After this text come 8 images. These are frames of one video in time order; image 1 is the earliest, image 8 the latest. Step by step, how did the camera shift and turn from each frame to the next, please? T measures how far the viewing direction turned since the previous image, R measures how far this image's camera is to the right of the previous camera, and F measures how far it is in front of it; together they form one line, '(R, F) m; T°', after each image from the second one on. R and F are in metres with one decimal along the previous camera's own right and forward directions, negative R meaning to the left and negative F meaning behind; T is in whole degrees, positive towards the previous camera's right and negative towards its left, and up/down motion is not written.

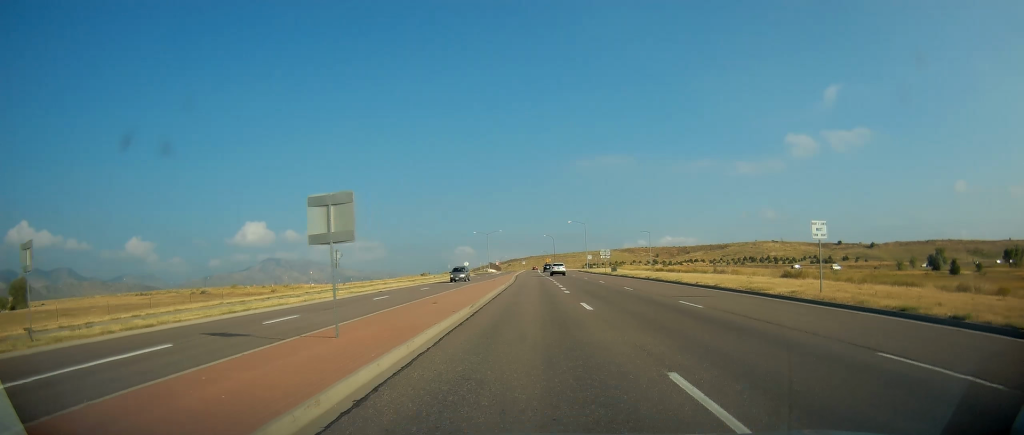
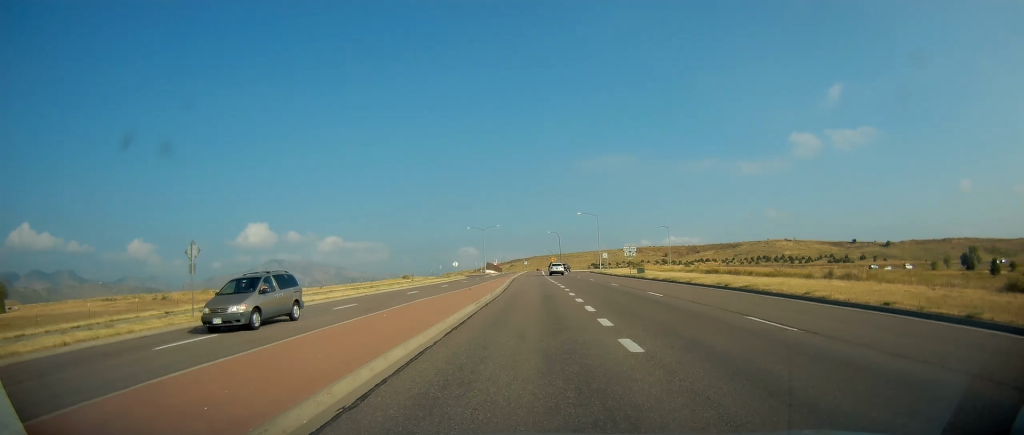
(+0.4, +20.7) m; +1°
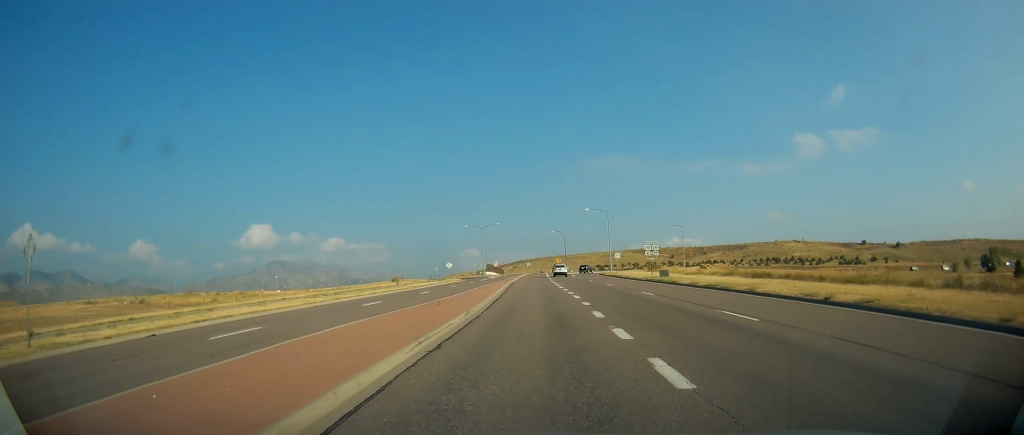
(0.0, +10.9) m; 0°
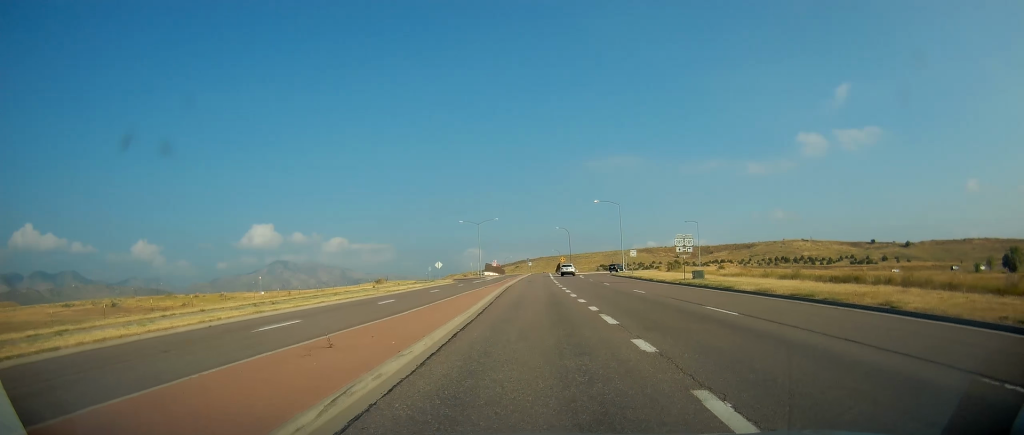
(+0.1, +11.6) m; -1°
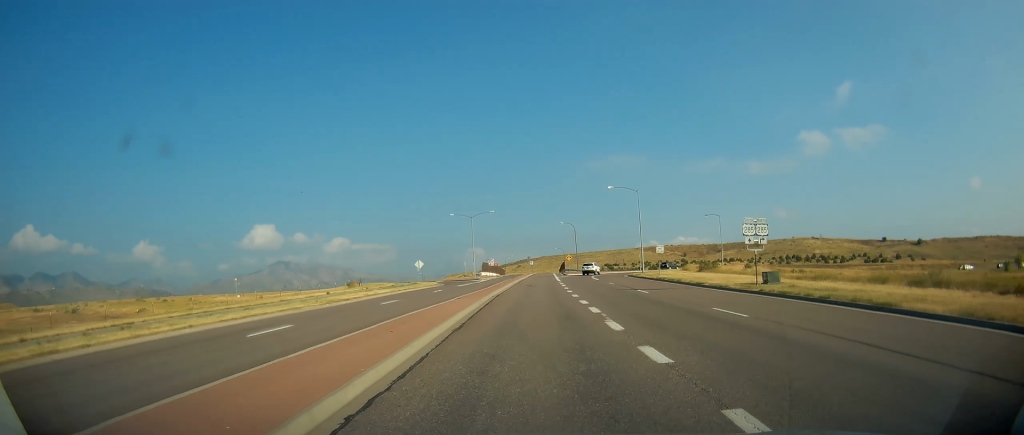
(-0.3, +14.5) m; -1°
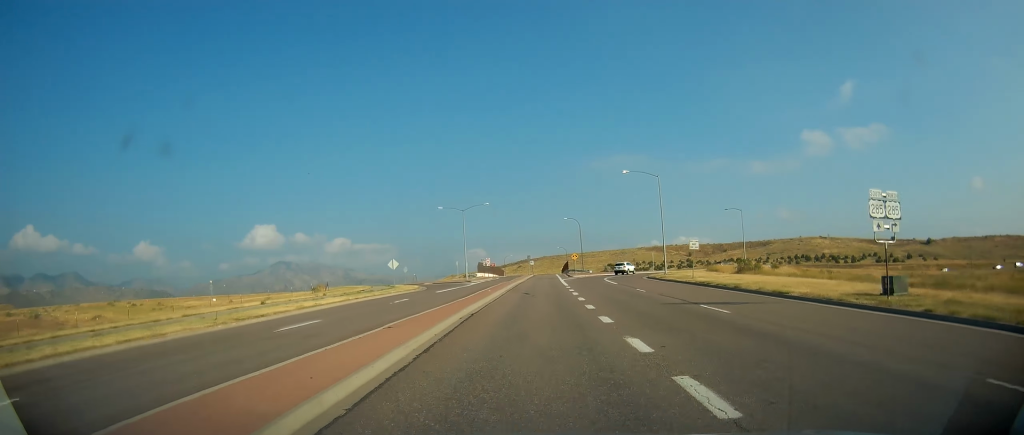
(0.0, +12.2) m; 0°
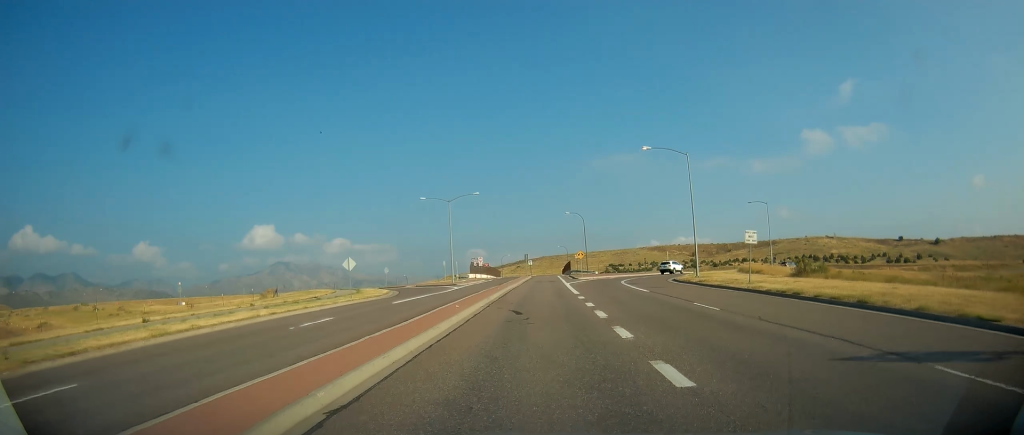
(+0.1, +12.5) m; +1°
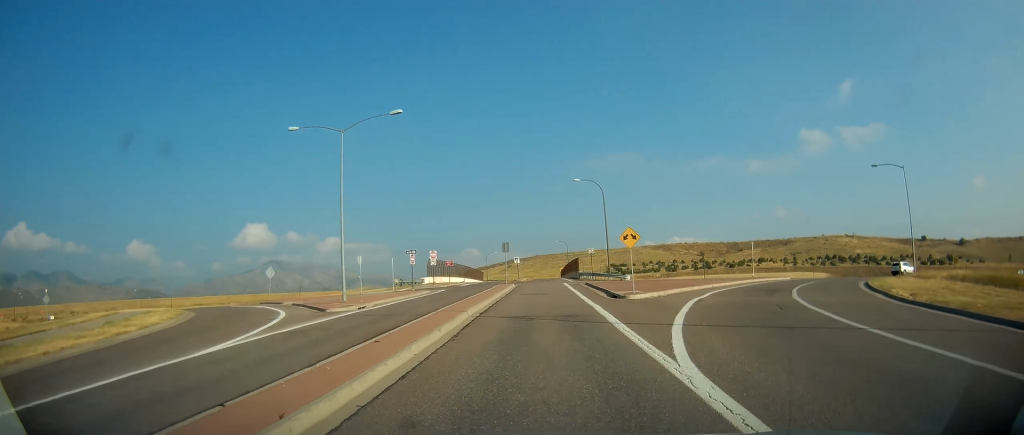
(+0.4, +39.0) m; 0°
